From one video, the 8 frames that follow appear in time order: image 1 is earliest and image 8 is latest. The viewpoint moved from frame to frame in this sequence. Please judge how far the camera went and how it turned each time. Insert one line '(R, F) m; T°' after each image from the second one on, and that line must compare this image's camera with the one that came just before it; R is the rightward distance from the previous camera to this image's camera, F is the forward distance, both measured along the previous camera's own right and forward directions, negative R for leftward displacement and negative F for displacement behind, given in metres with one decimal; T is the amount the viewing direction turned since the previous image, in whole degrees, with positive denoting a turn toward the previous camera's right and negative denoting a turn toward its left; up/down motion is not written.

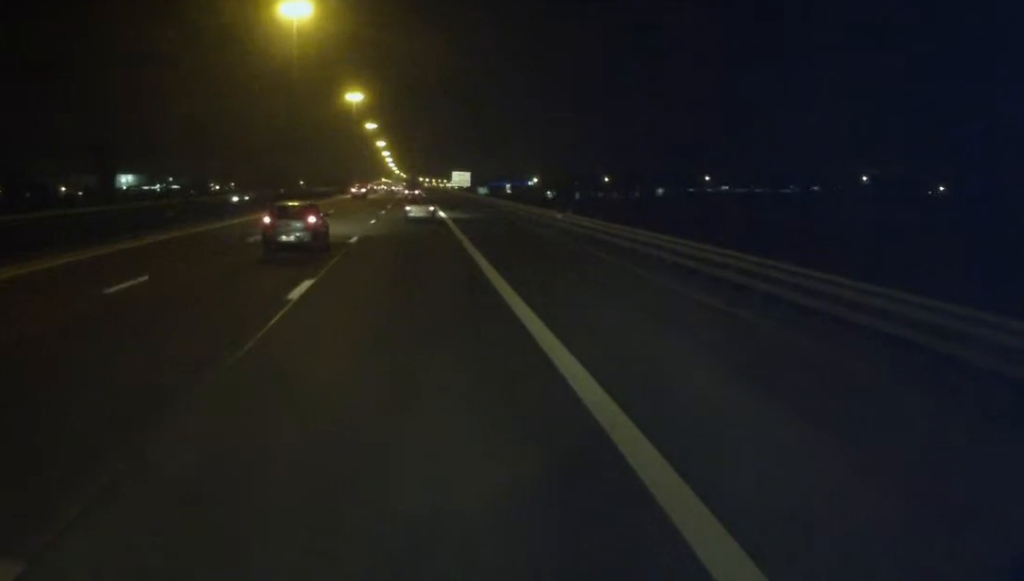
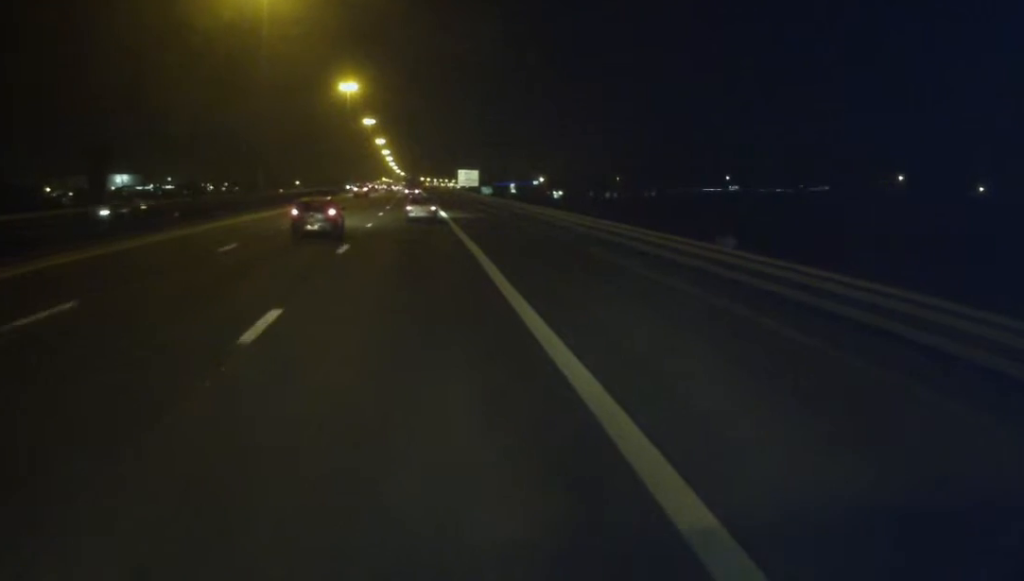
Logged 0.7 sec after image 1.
(-0.1, +16.3) m; 0°
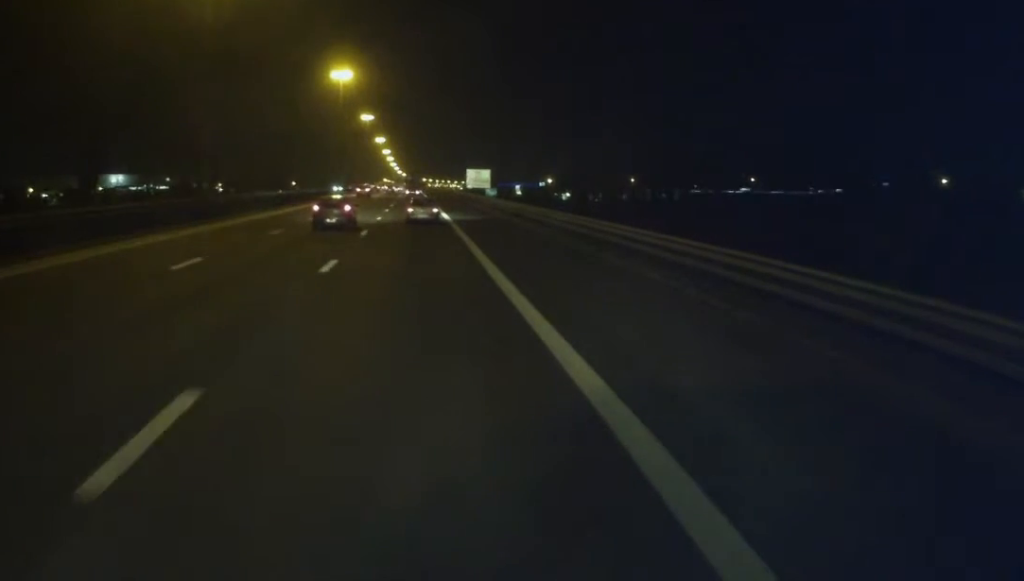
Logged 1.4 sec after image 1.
(-0.3, +17.1) m; 0°
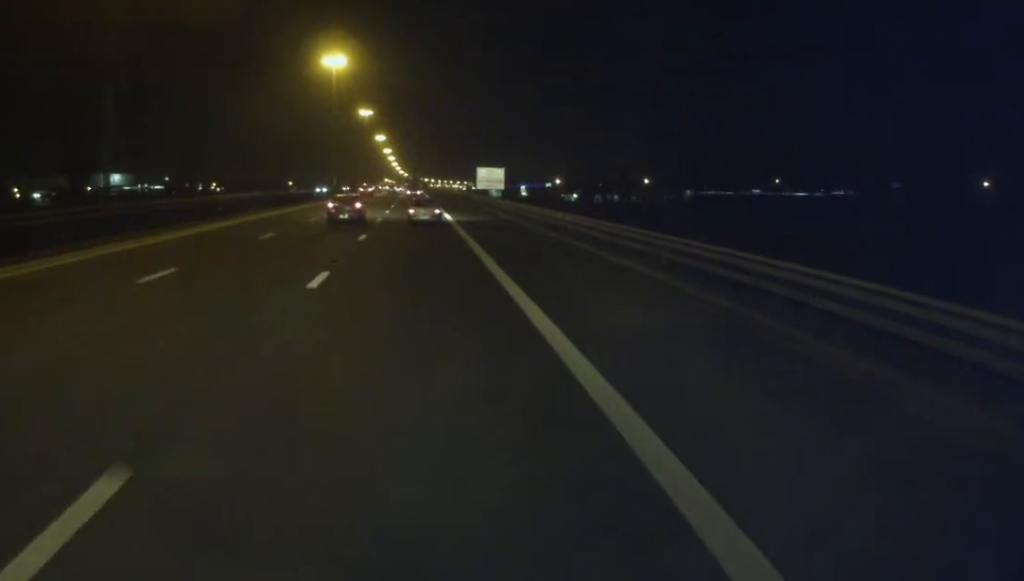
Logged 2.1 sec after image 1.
(+0.3, +14.8) m; 0°
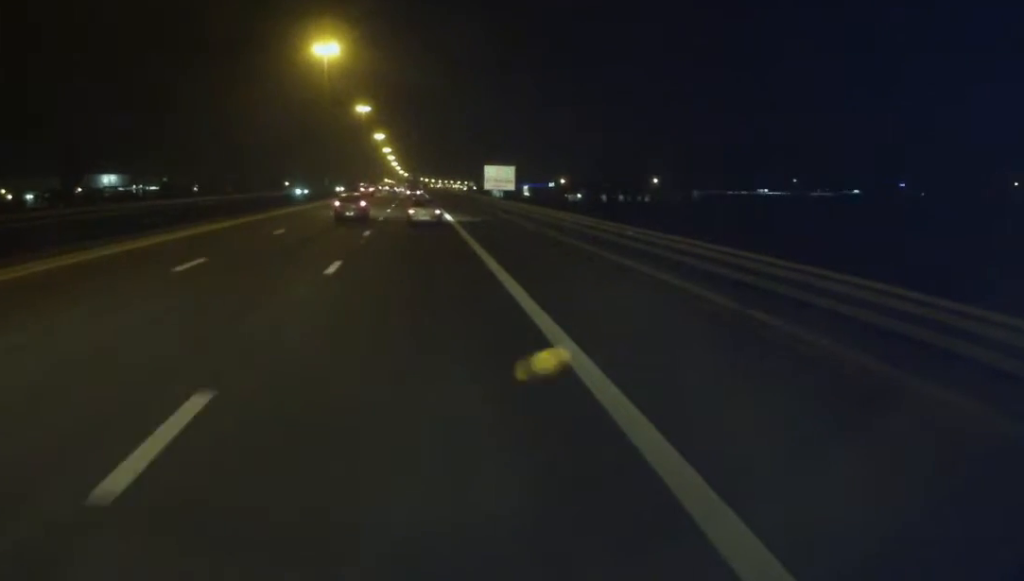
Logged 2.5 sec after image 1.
(+0.1, +10.1) m; 0°
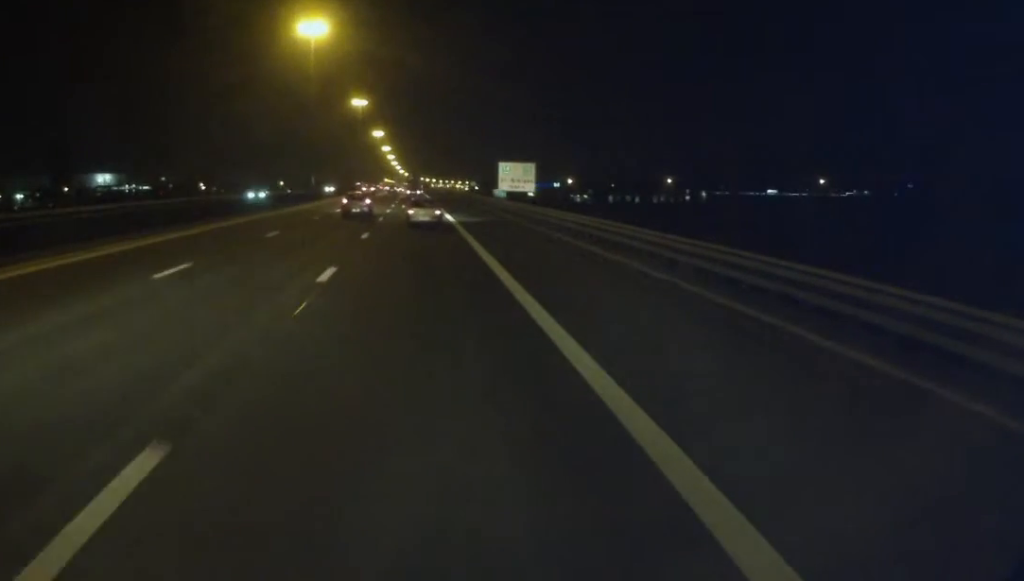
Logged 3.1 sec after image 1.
(-0.3, +14.0) m; 0°
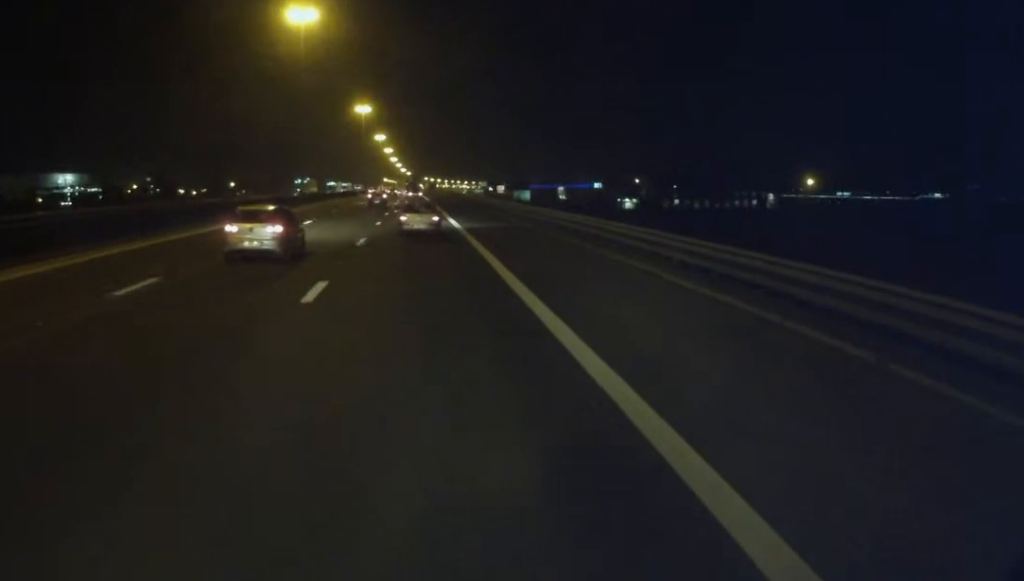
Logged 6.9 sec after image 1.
(-0.1, +89.4) m; -1°
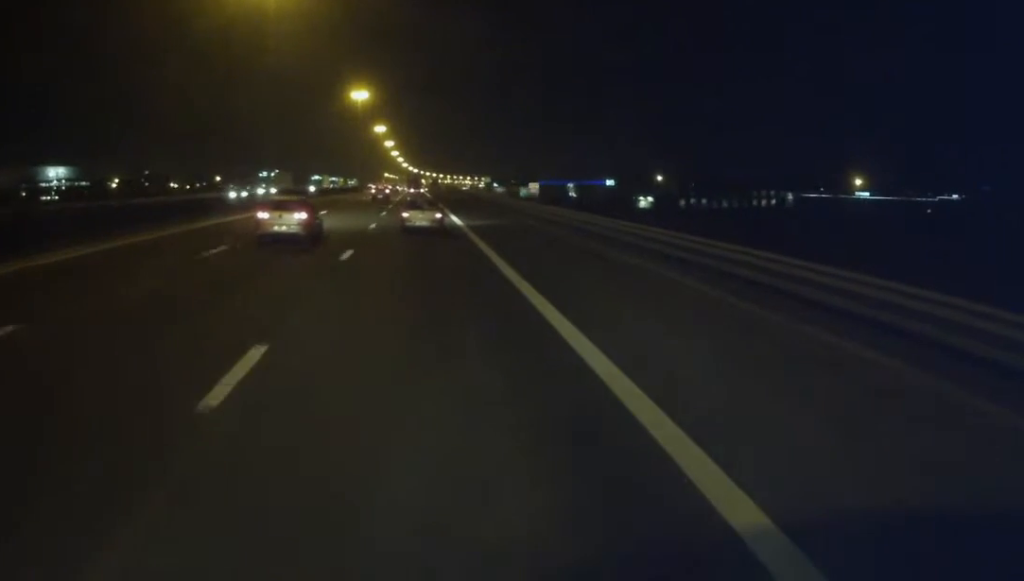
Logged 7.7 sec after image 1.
(-0.2, +18.6) m; 0°
